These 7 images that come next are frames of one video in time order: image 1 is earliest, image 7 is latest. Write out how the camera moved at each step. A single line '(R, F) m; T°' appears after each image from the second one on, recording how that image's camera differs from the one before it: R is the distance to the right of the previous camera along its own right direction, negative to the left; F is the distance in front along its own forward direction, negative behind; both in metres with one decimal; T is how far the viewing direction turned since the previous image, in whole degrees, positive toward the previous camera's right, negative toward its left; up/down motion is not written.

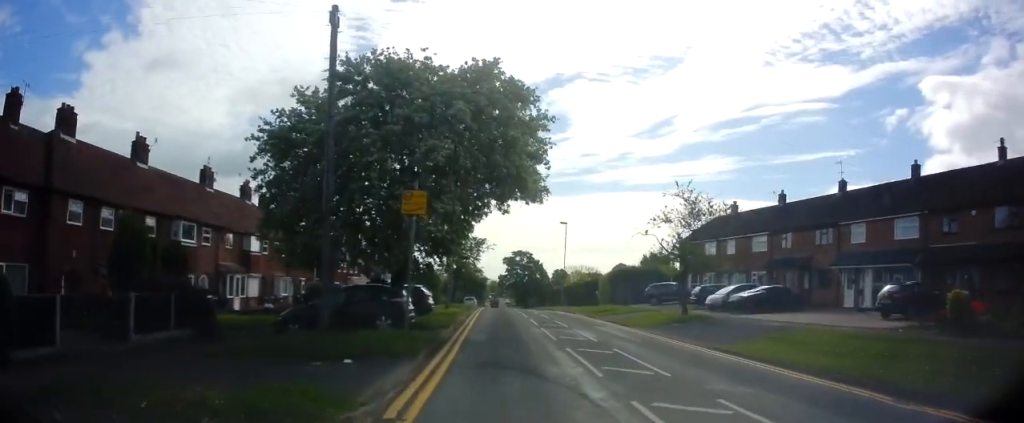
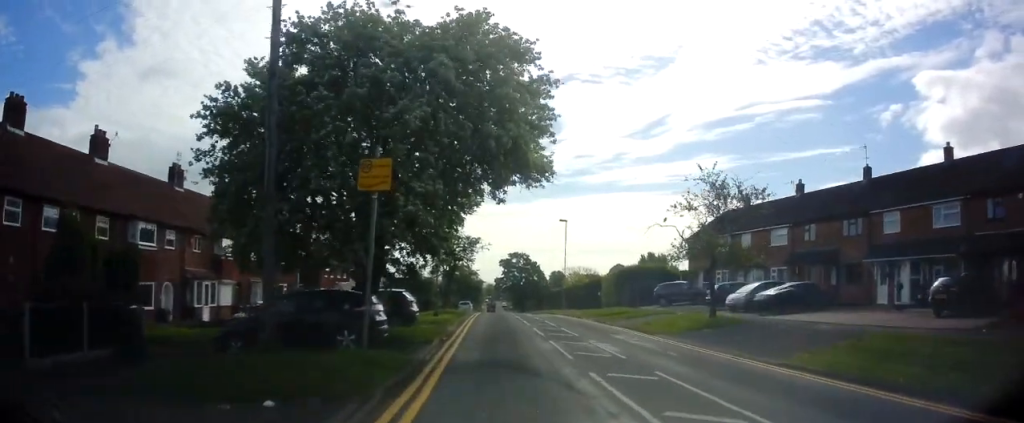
(0.0, +3.5) m; 0°
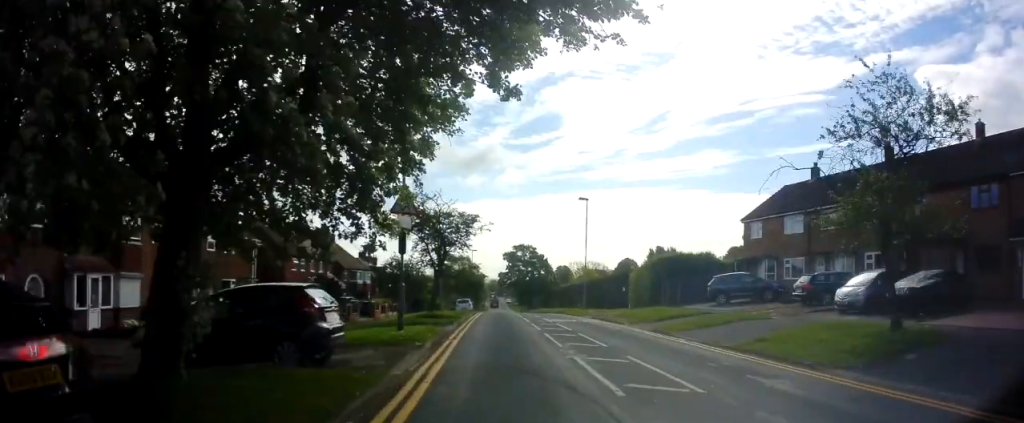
(0.0, +10.0) m; -2°
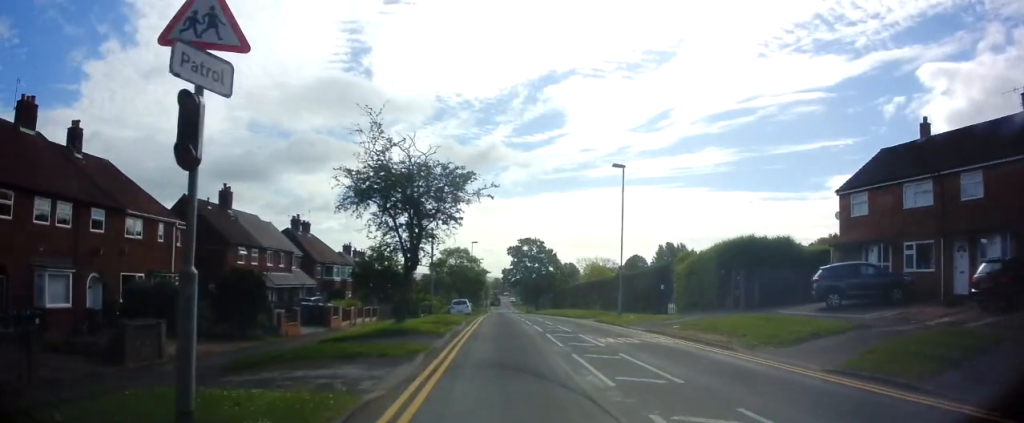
(-0.6, +10.3) m; -2°
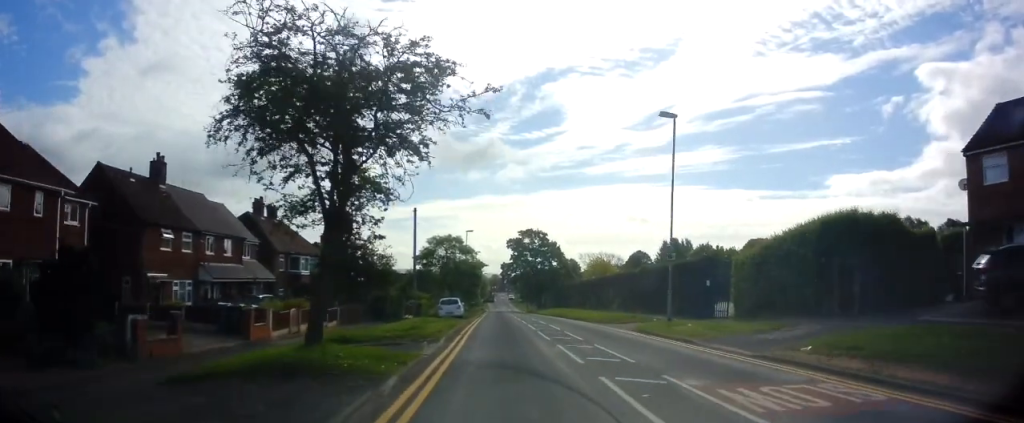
(+0.5, +9.0) m; +4°
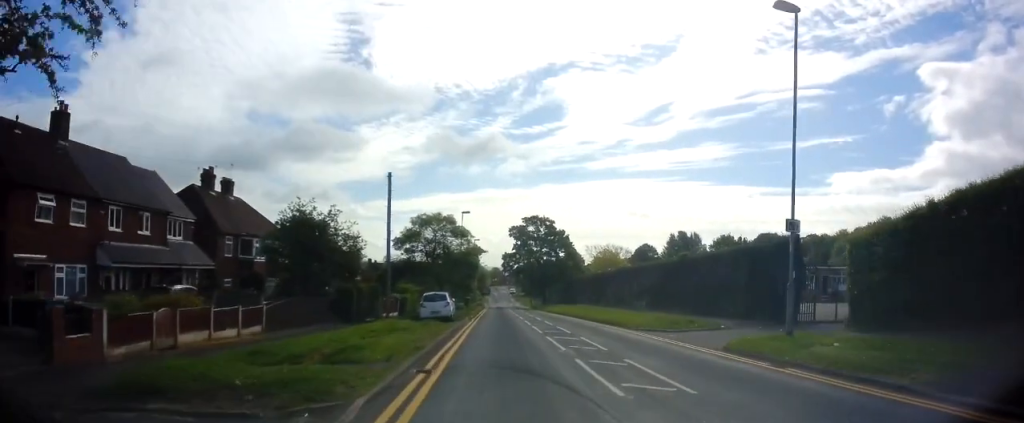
(0.0, +9.3) m; 0°
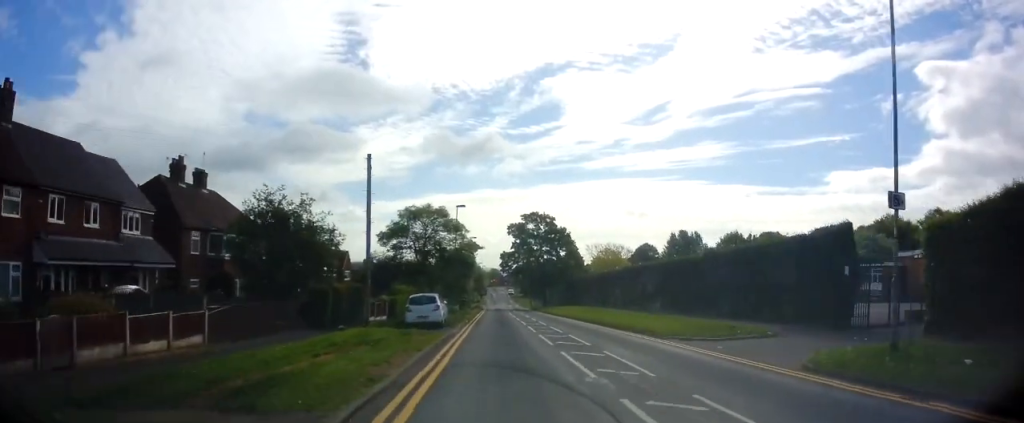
(0.0, +4.1) m; 0°
